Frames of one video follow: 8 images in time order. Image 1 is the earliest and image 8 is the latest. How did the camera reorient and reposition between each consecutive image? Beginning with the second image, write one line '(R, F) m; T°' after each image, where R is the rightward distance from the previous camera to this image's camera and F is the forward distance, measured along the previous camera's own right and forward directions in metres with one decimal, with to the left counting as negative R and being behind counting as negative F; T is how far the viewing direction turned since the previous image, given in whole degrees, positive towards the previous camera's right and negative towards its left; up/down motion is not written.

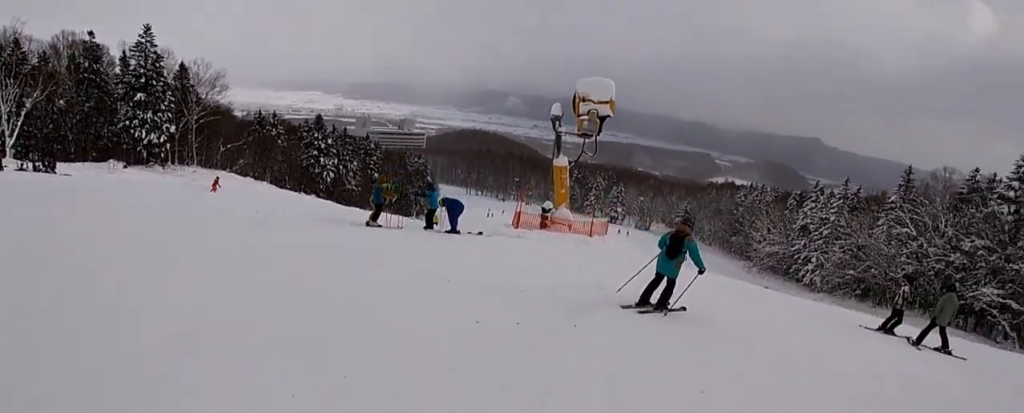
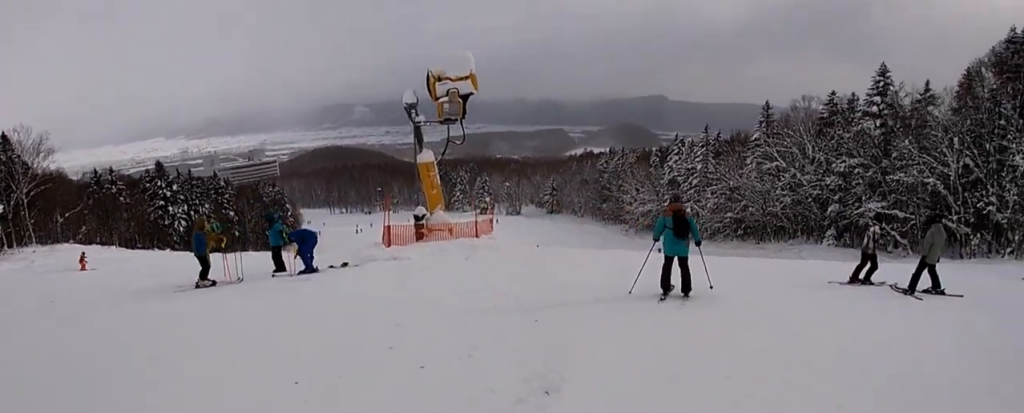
(+0.1, +2.8) m; +6°
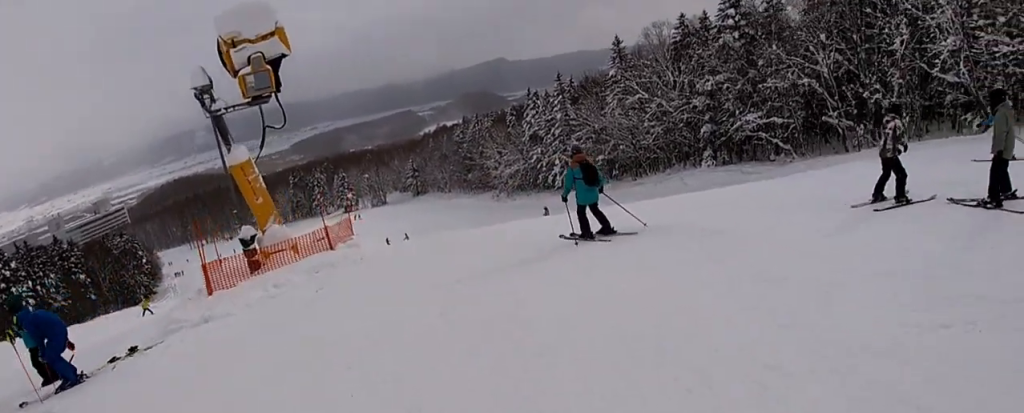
(+0.8, +4.0) m; +13°
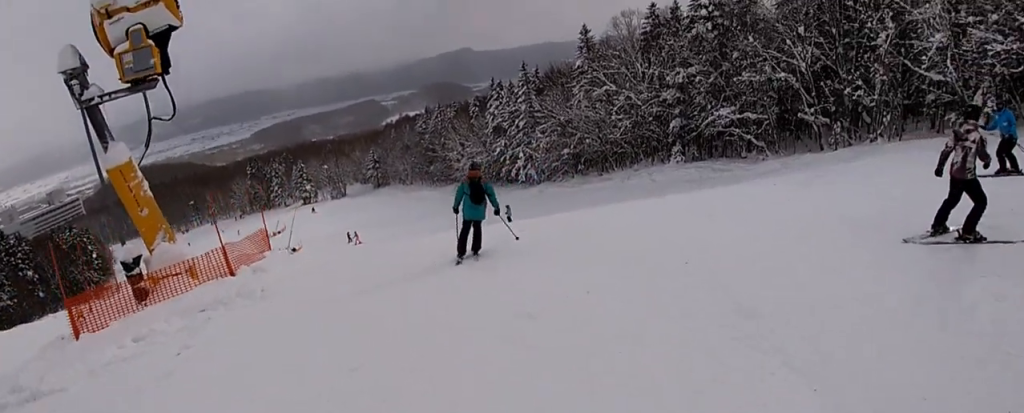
(0.0, +2.7) m; +4°
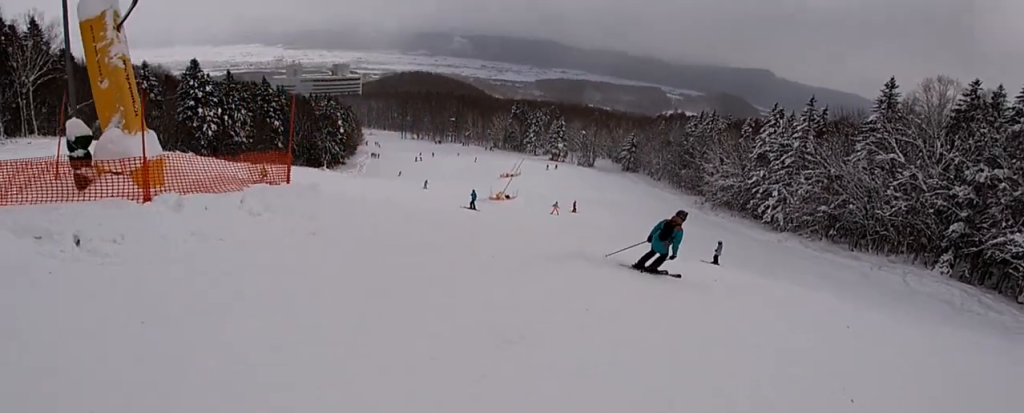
(+0.6, +5.5) m; -9°
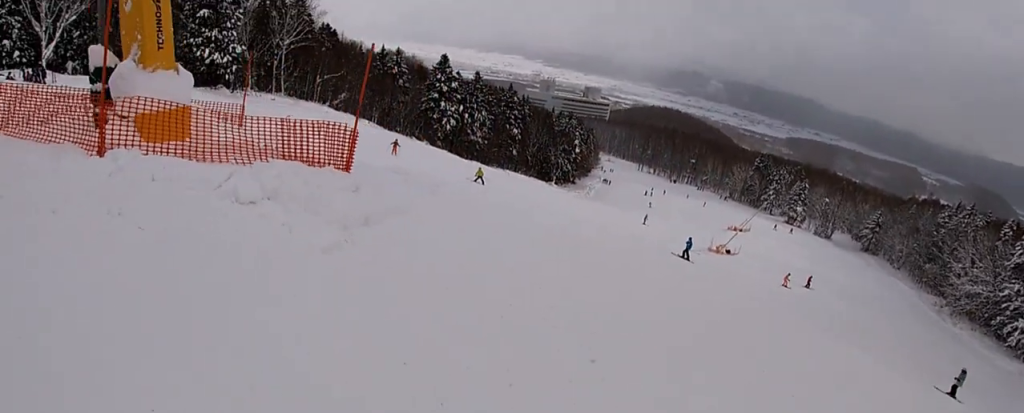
(-1.3, +3.8) m; -24°
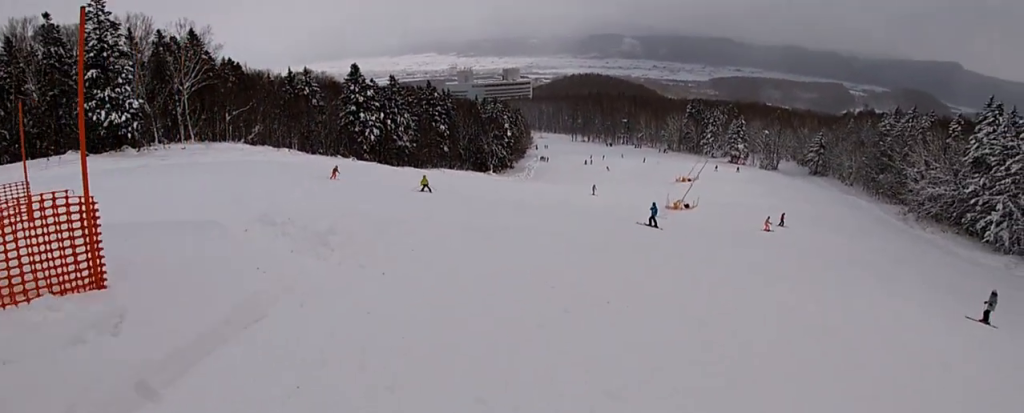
(-0.4, +4.4) m; -2°
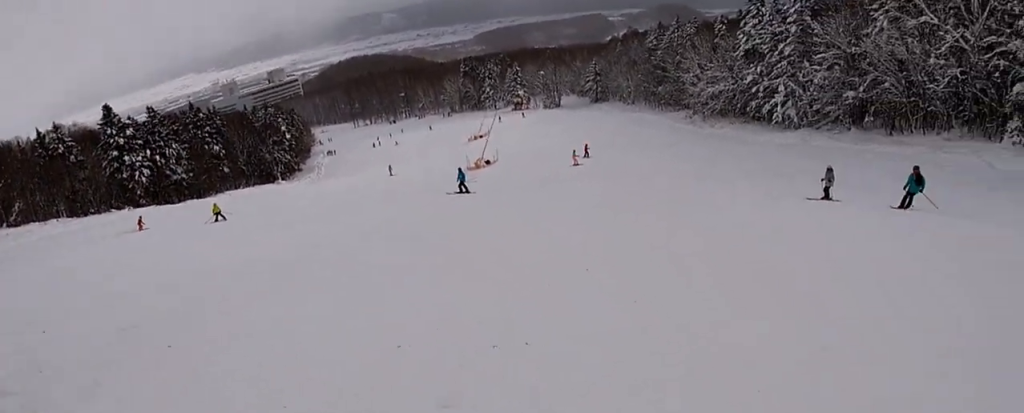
(+0.1, +2.9) m; +7°
